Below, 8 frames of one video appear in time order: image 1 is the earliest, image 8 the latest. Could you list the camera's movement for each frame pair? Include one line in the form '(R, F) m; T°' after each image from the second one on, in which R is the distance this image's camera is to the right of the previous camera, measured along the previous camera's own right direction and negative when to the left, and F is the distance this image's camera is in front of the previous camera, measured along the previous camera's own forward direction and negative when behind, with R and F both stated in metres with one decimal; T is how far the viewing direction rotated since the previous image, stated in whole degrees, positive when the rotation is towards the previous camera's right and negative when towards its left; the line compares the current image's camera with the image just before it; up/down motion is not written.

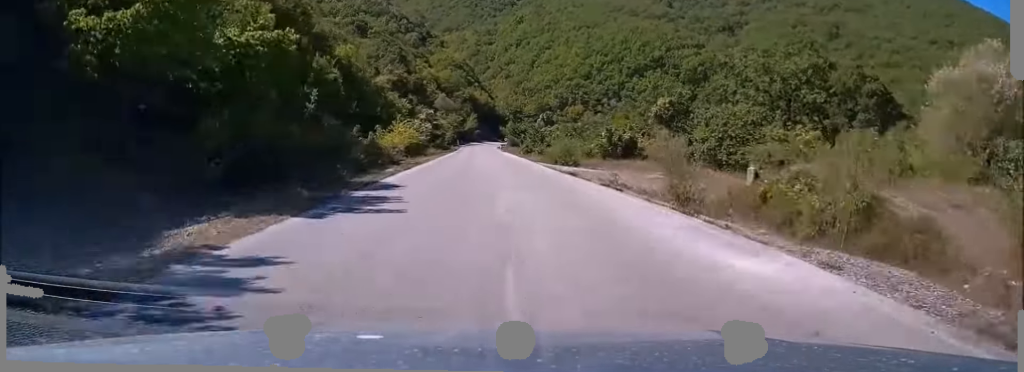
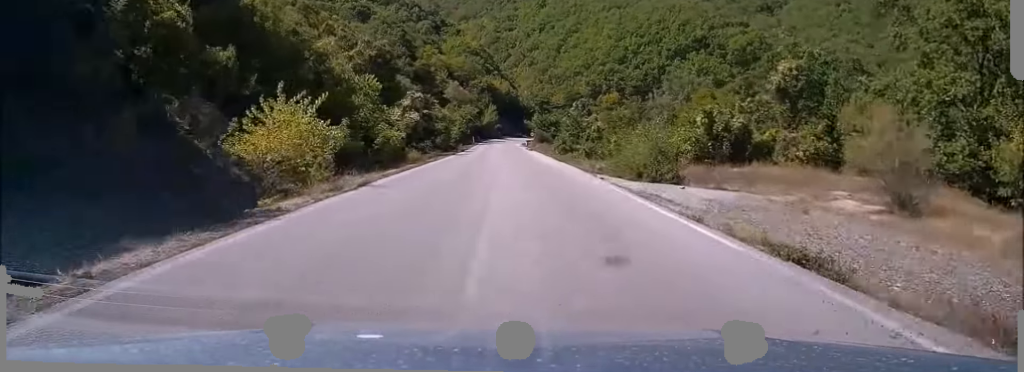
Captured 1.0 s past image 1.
(-0.5, +25.6) m; -2°
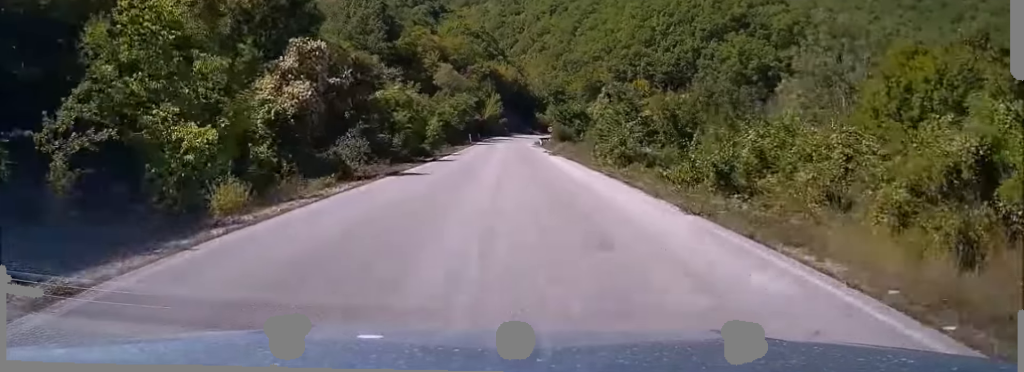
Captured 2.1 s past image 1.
(-0.5, +27.1) m; -1°
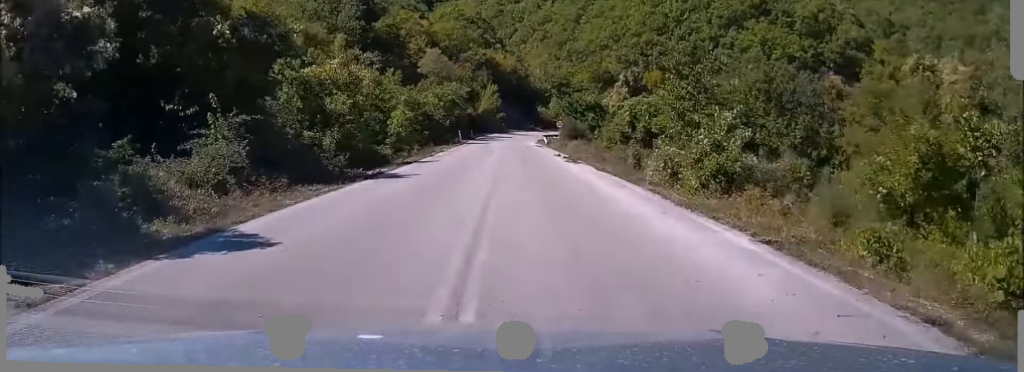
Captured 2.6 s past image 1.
(-0.1, +14.0) m; 0°
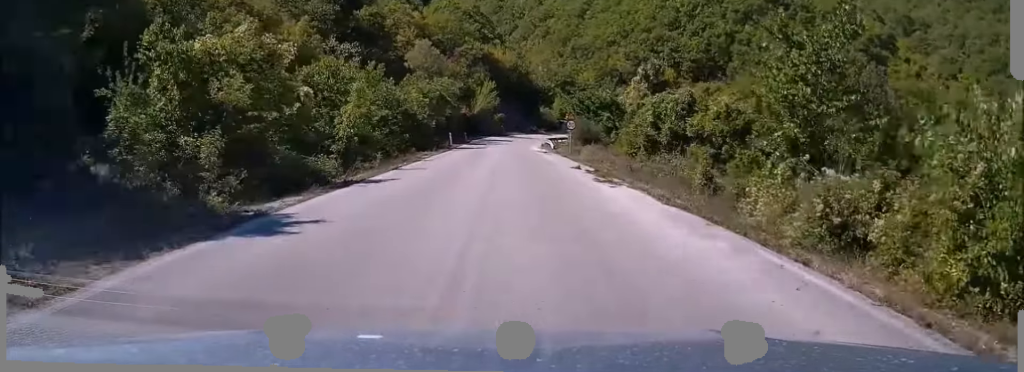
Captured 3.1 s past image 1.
(0.0, +10.2) m; 0°
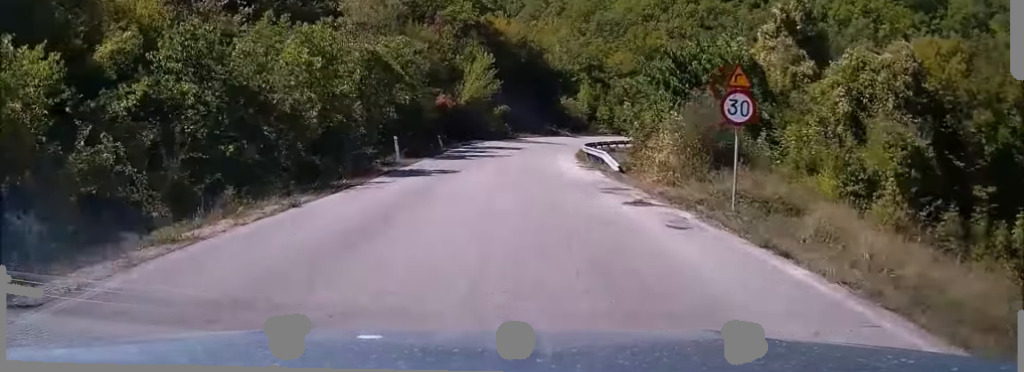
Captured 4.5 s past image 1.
(0.0, +30.1) m; +1°
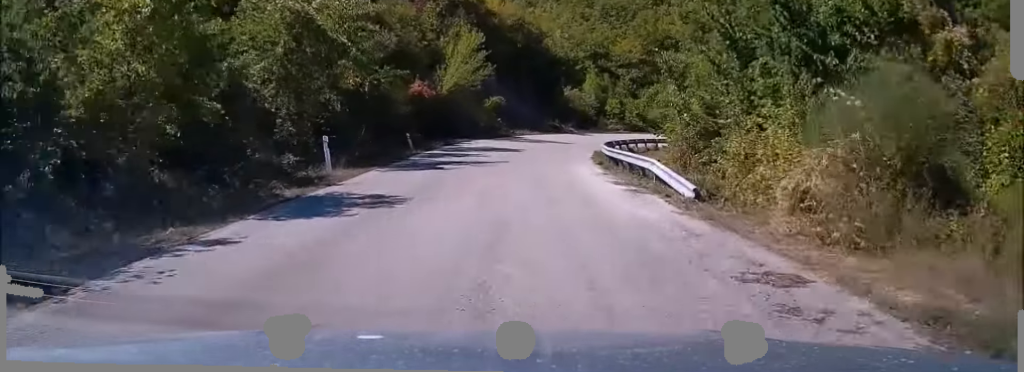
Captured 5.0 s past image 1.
(+0.2, +9.6) m; +1°
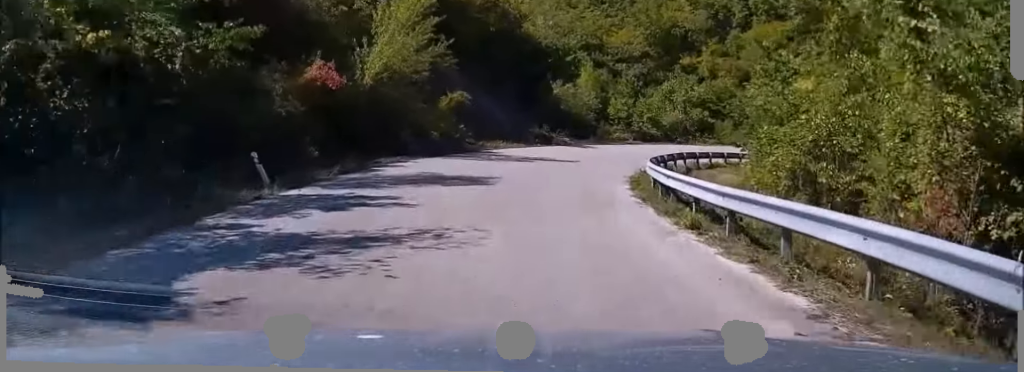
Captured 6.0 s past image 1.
(+0.2, +15.9) m; +3°
